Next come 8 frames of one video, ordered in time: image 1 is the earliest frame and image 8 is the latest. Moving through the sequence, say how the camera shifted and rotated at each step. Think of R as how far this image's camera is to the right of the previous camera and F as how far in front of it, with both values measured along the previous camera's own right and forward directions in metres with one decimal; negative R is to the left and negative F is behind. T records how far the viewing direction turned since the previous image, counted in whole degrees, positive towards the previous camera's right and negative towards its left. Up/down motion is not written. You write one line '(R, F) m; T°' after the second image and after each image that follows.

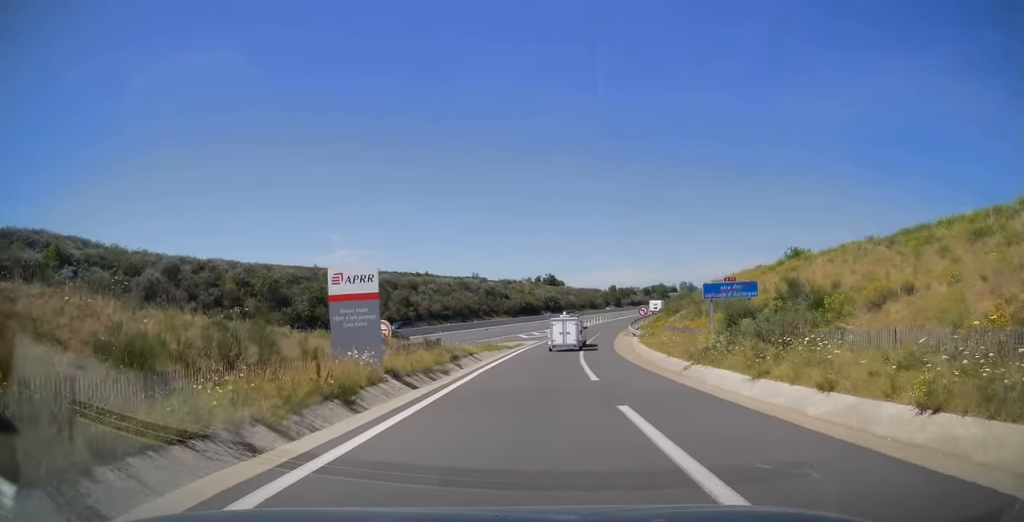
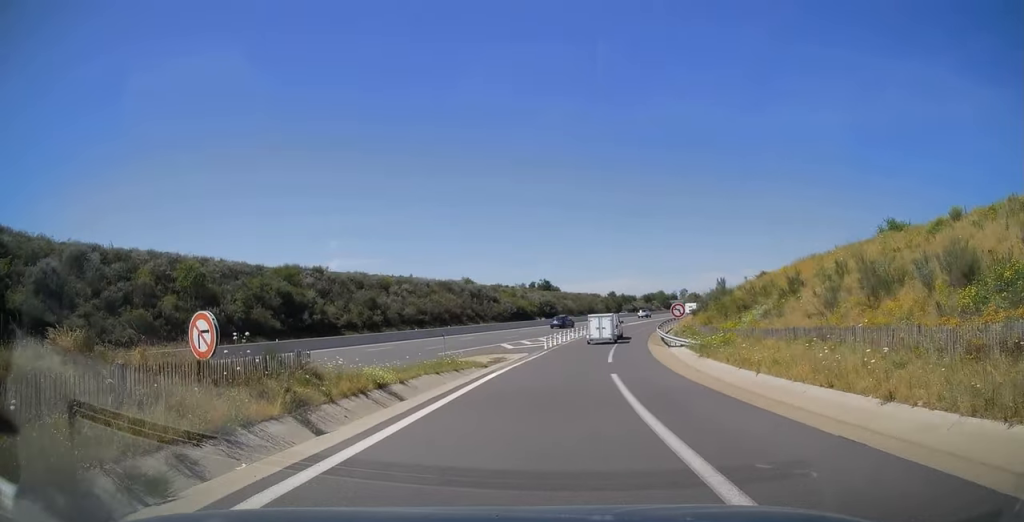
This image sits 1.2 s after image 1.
(0.0, +18.2) m; +2°
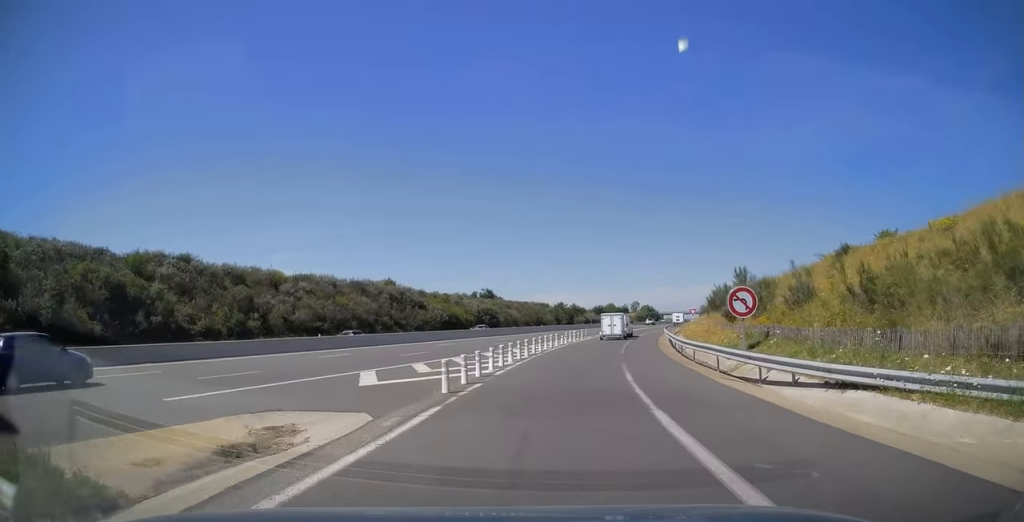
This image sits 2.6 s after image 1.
(+0.7, +23.4) m; +3°
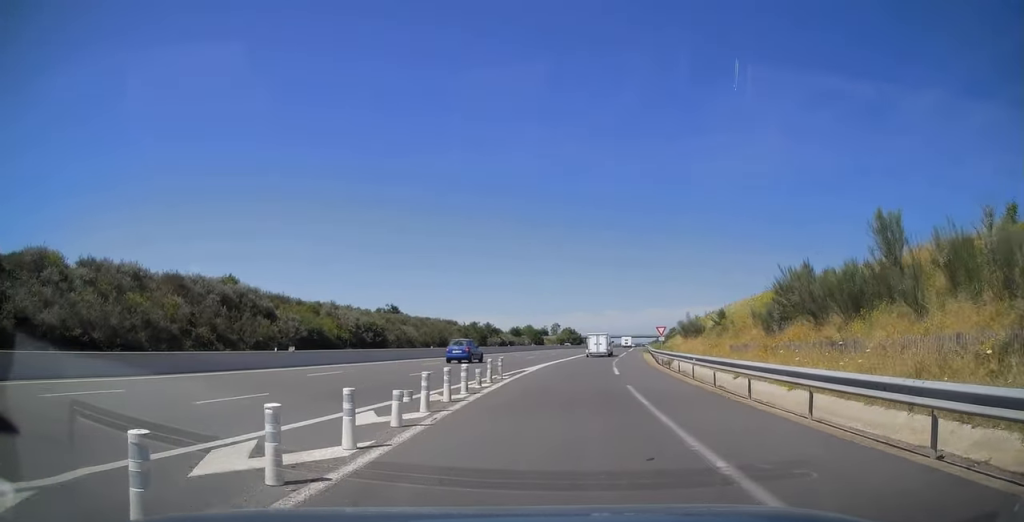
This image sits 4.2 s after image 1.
(+1.4, +29.3) m; +7°
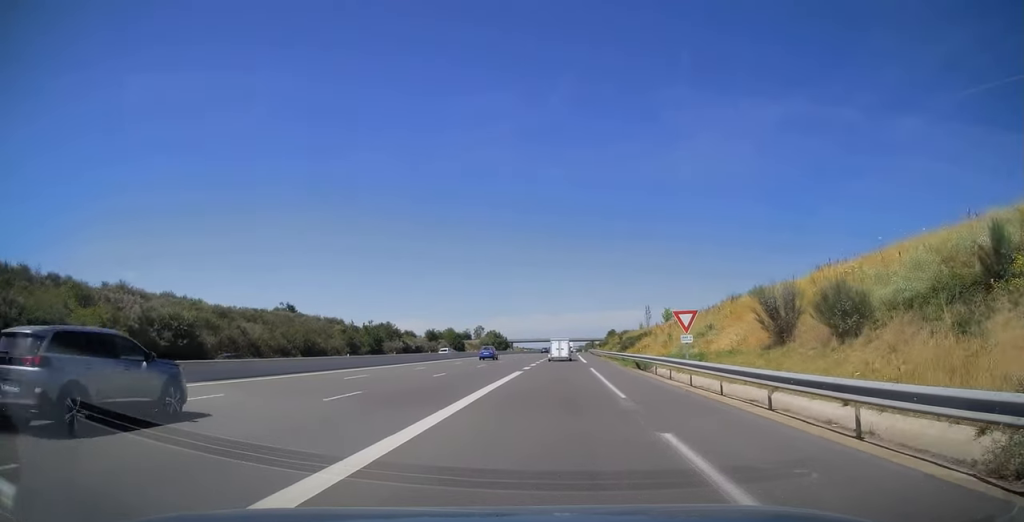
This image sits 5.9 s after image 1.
(+2.5, +34.4) m; +7°
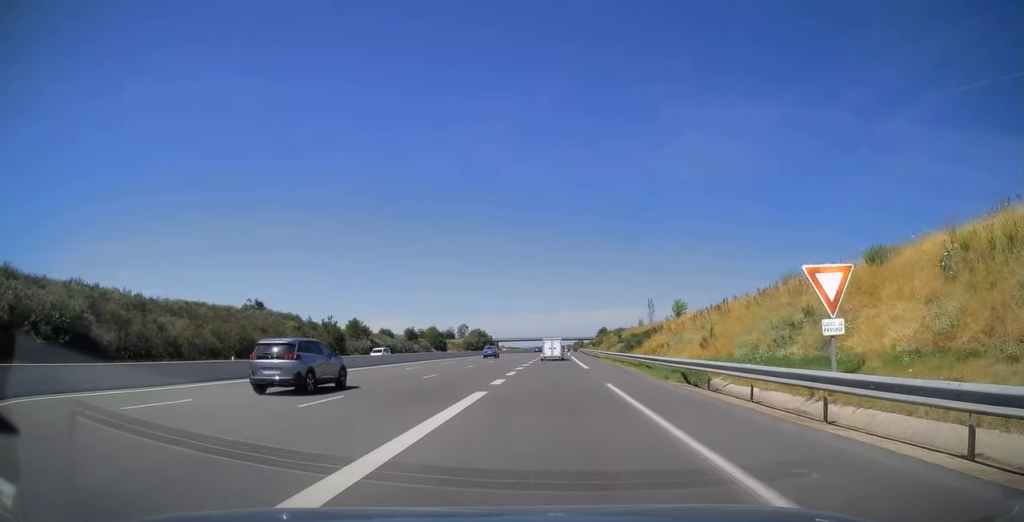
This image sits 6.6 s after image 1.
(+0.2, +14.5) m; +2°
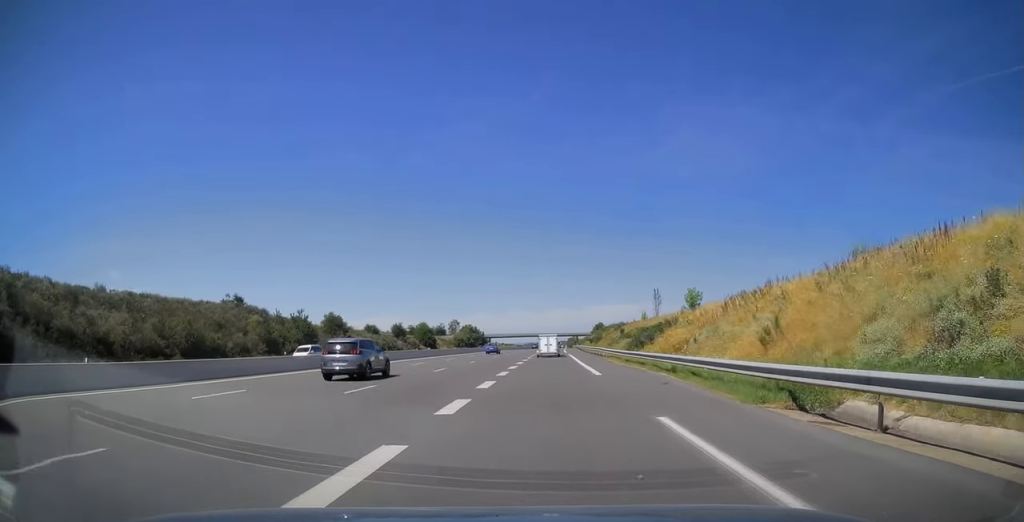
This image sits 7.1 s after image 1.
(+0.1, +9.9) m; +1°
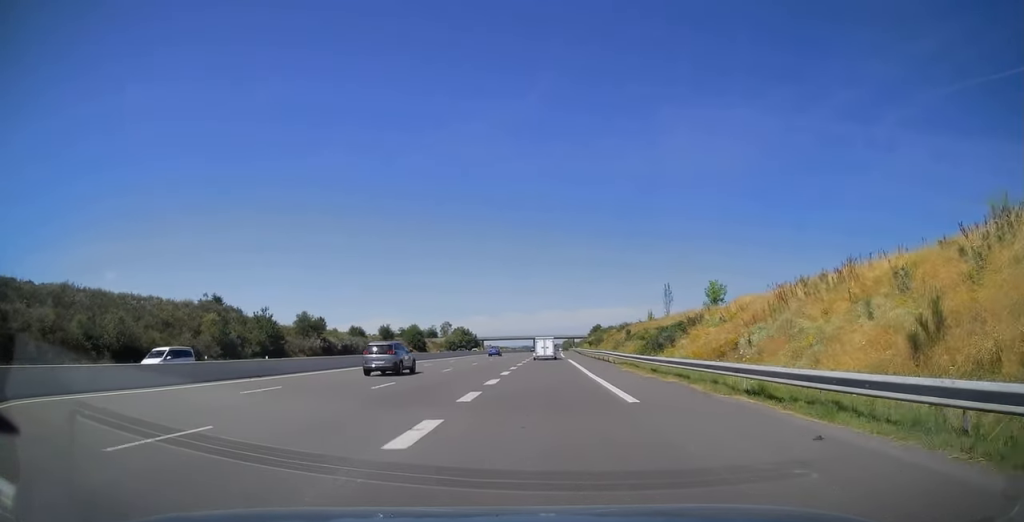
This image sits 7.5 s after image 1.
(0.0, +9.9) m; +1°
